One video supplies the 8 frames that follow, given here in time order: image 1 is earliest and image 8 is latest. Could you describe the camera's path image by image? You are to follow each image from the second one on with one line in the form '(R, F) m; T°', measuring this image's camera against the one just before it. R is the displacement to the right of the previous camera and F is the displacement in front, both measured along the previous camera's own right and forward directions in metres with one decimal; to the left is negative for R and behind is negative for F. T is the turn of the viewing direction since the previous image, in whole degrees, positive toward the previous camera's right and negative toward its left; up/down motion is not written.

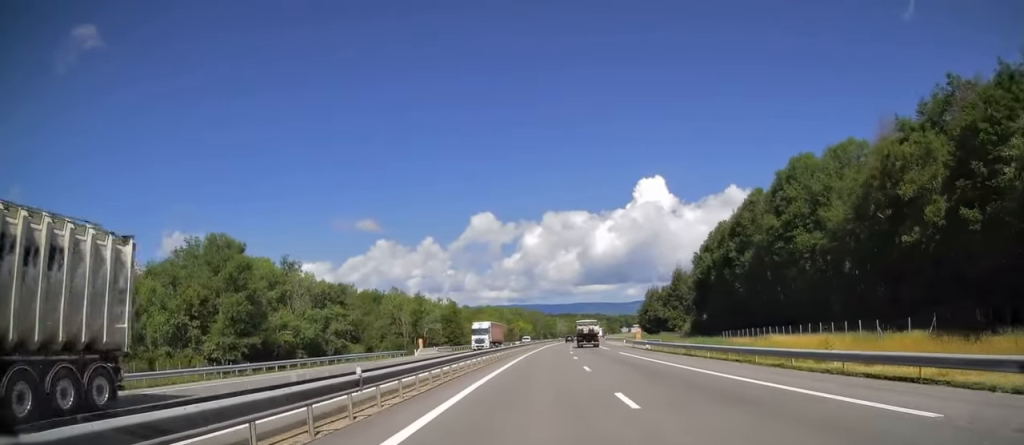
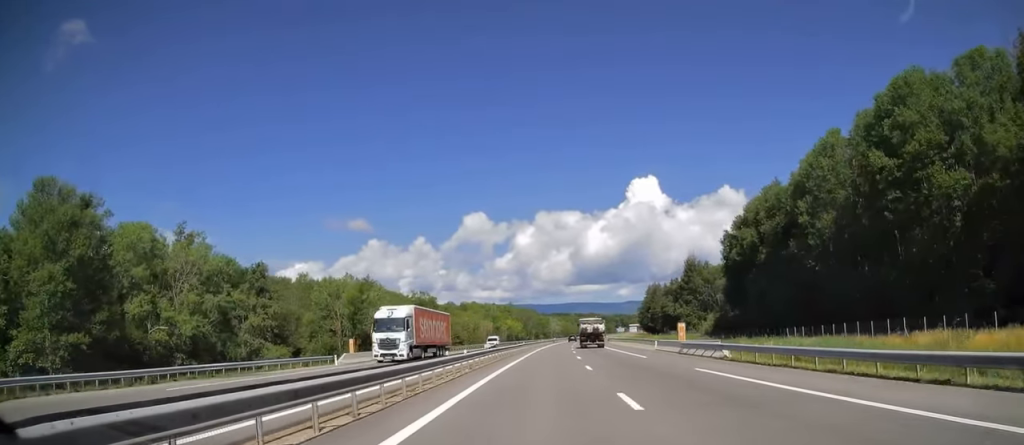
(+0.6, +26.0) m; +1°
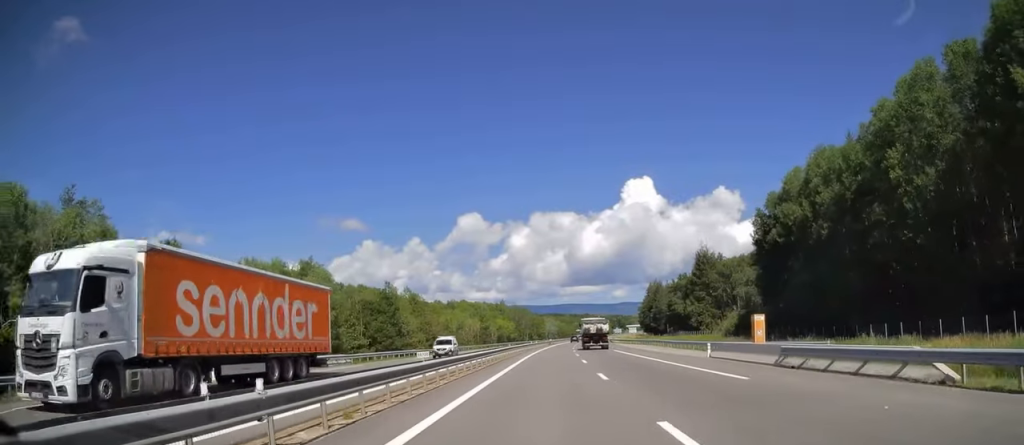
(+0.2, +17.8) m; +1°
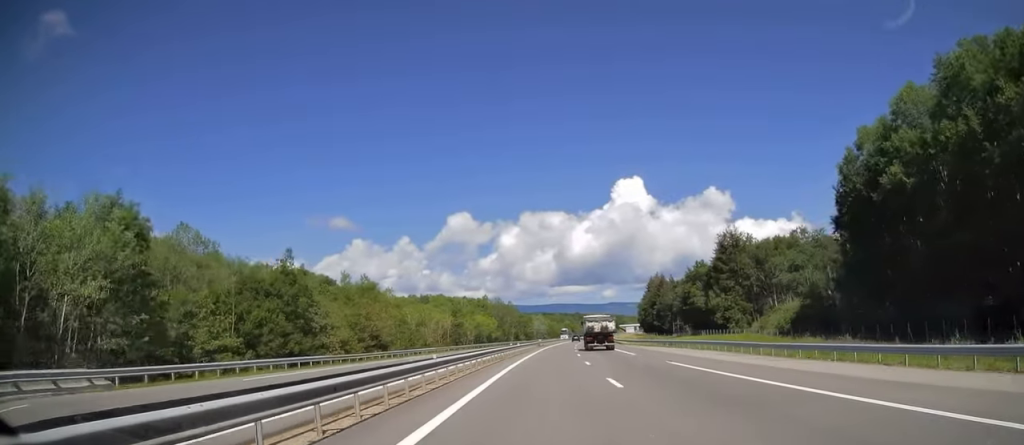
(+0.1, +28.7) m; 0°
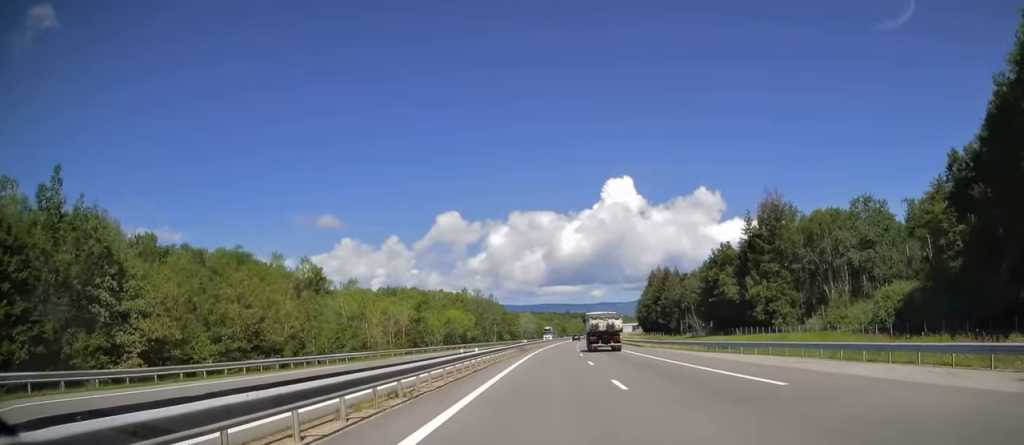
(0.0, +27.0) m; +1°
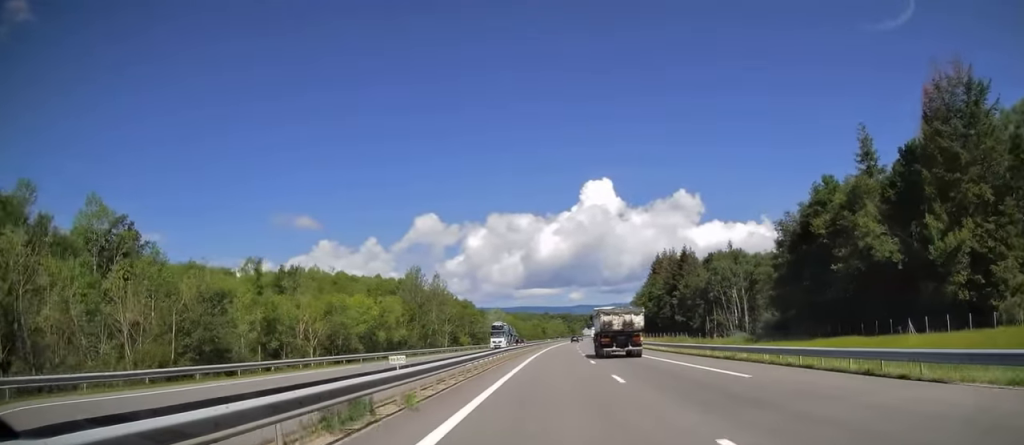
(+1.1, +49.2) m; +3°
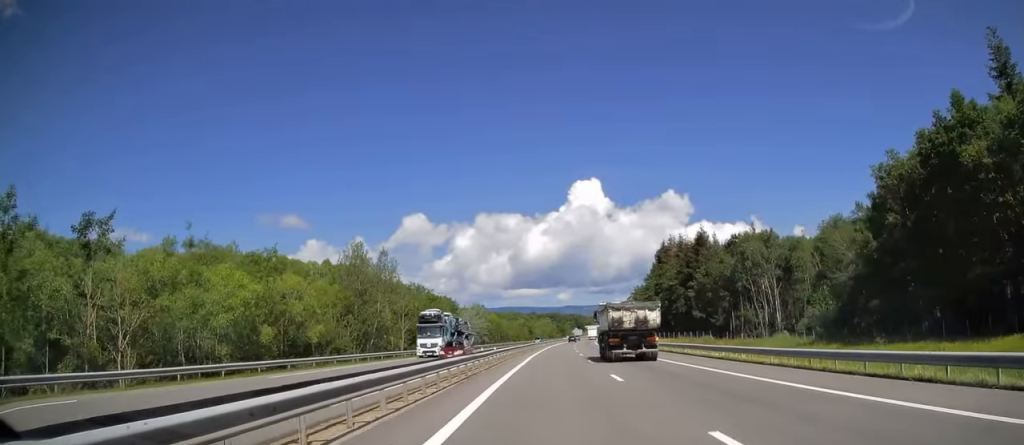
(+0.3, +25.4) m; +1°
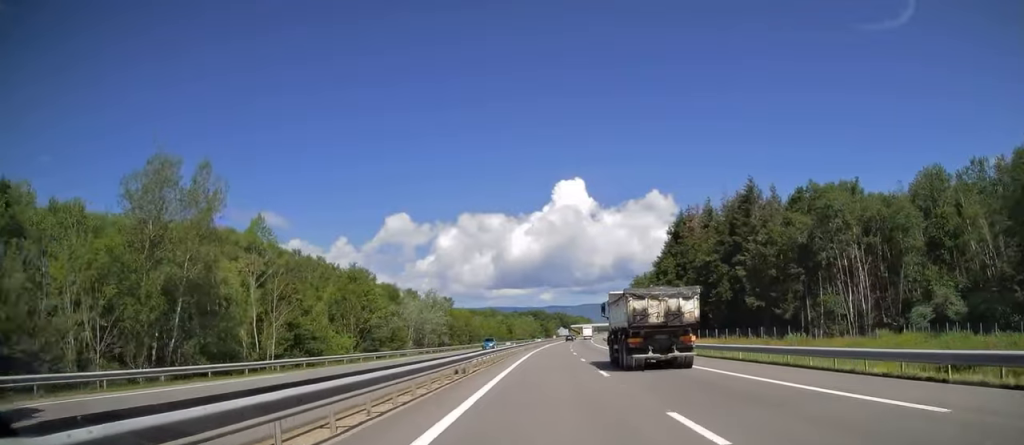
(+0.5, +36.7) m; +1°
